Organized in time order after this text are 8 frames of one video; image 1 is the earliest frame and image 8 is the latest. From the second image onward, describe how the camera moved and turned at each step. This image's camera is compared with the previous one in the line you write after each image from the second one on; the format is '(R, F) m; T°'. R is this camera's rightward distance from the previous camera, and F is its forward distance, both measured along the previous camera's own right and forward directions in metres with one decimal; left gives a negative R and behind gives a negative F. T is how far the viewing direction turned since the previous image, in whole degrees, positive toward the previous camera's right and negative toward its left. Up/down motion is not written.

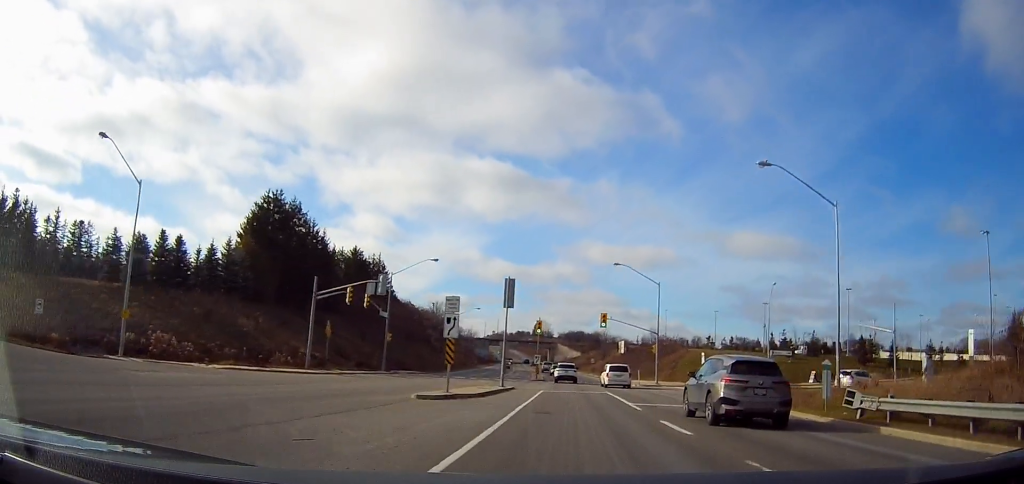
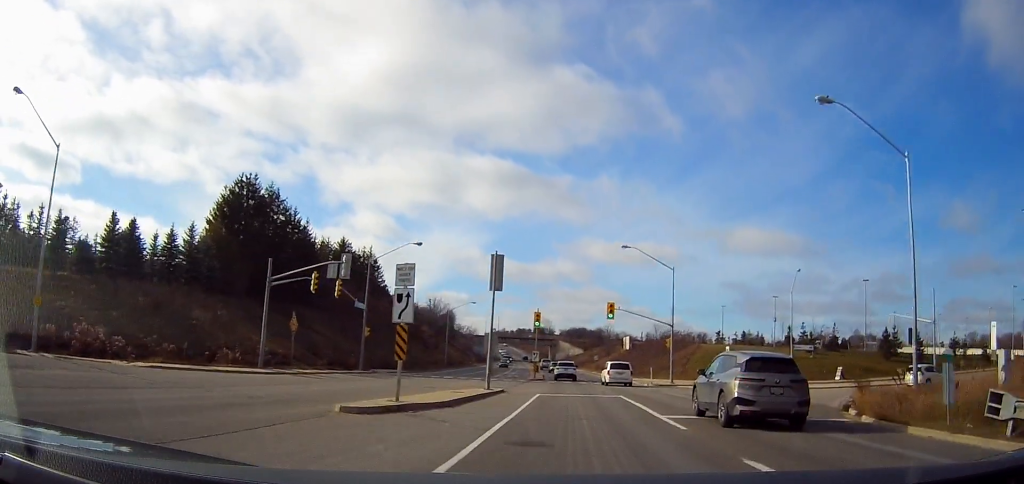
(0.0, +7.4) m; 0°
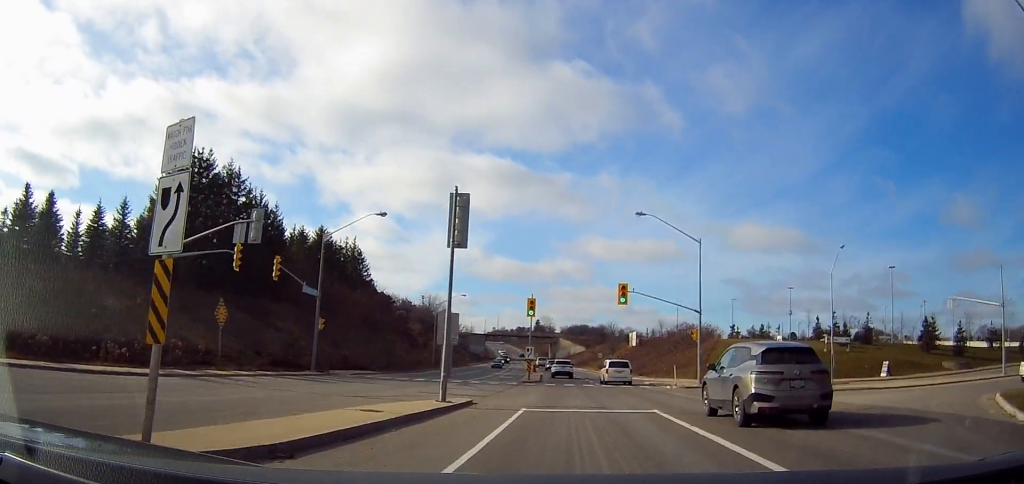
(0.0, +10.7) m; 0°
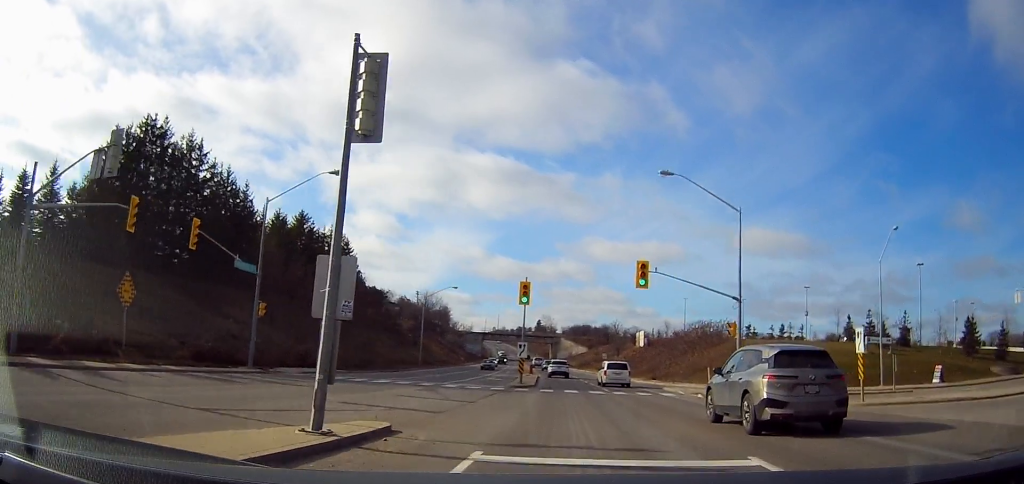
(0.0, +9.4) m; +1°
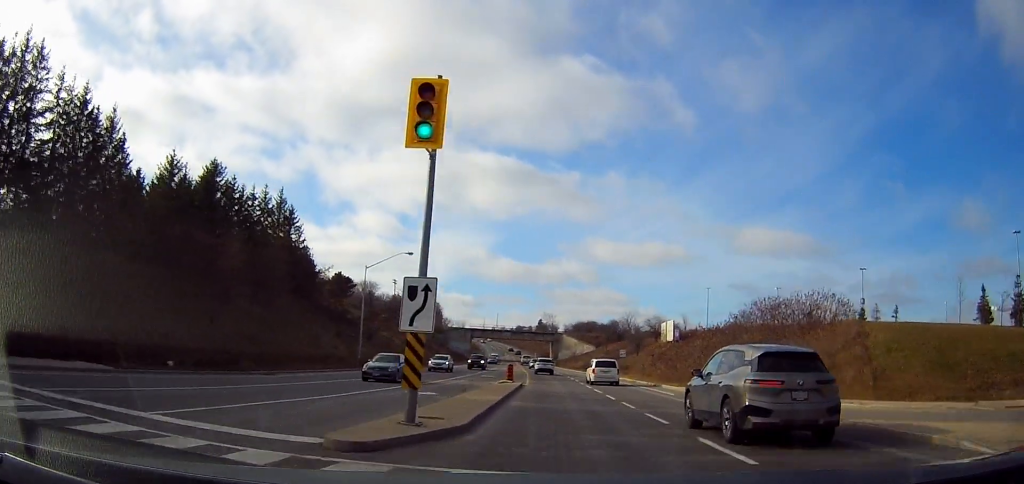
(+0.6, +27.0) m; 0°
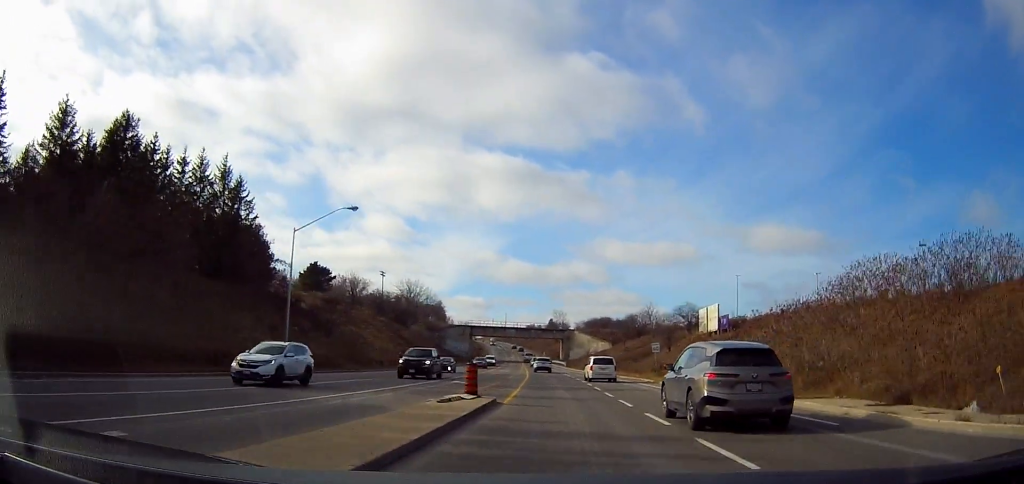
(-0.6, +18.8) m; -2°
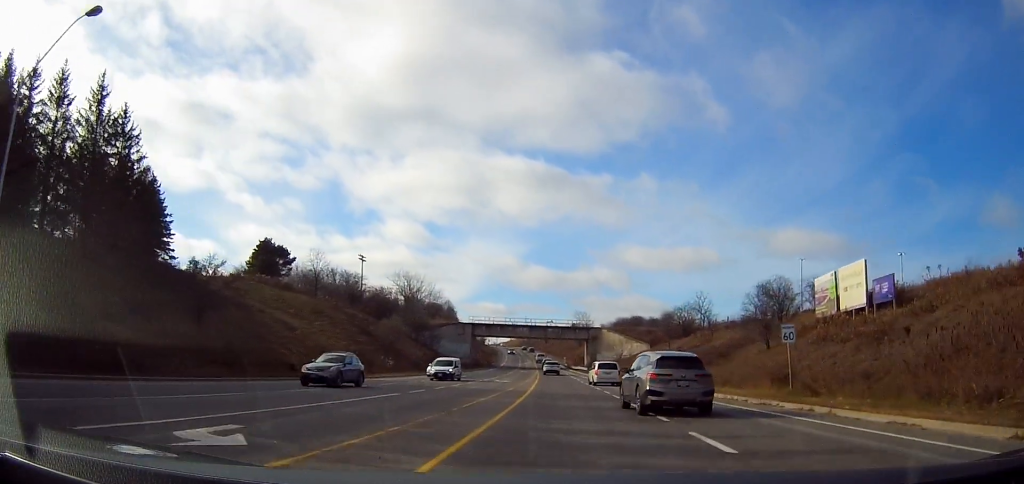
(0.0, +28.4) m; -2°
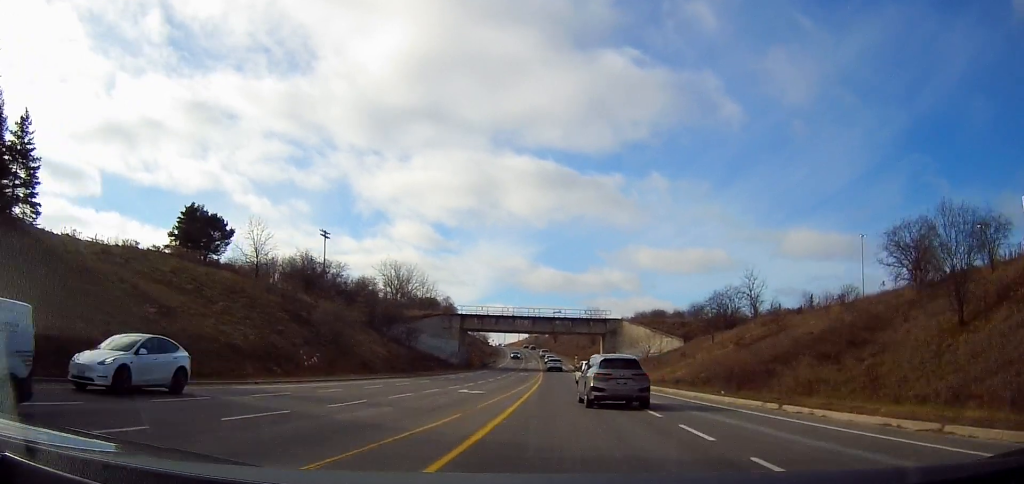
(-0.5, +22.2) m; -2°
